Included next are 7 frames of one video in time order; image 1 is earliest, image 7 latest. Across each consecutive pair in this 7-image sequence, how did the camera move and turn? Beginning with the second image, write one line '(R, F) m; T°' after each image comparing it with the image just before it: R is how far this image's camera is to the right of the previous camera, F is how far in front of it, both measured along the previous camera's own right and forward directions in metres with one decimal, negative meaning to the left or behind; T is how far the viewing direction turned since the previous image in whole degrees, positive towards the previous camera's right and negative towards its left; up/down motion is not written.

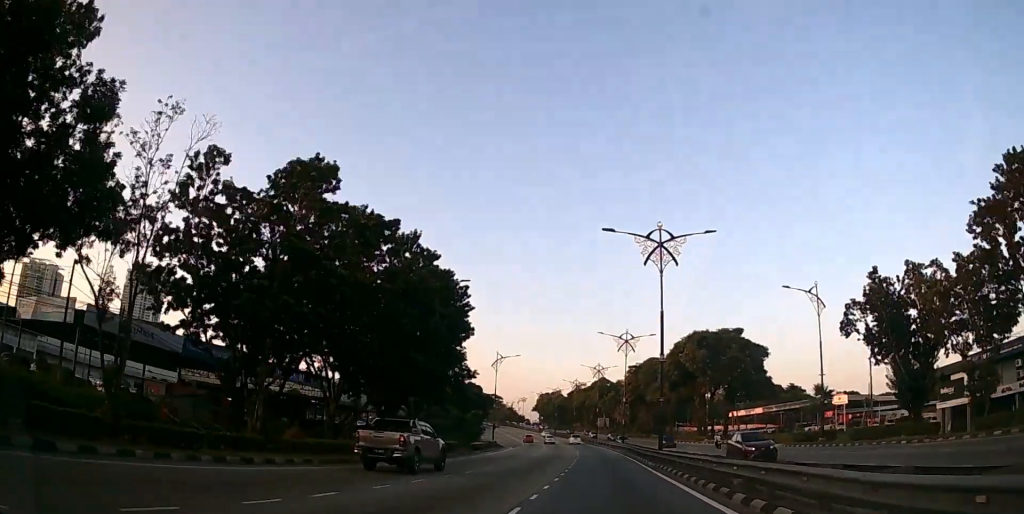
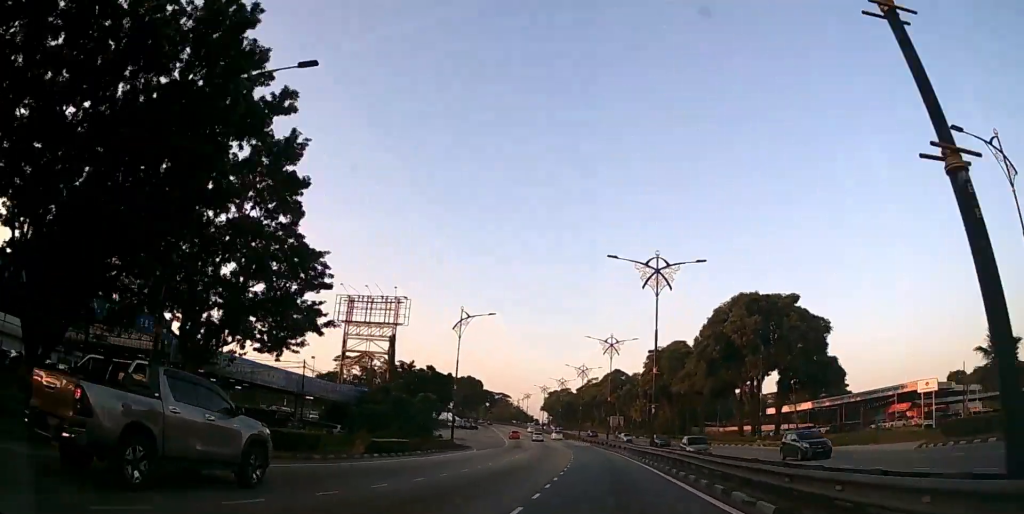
(-0.3, +24.9) m; -1°
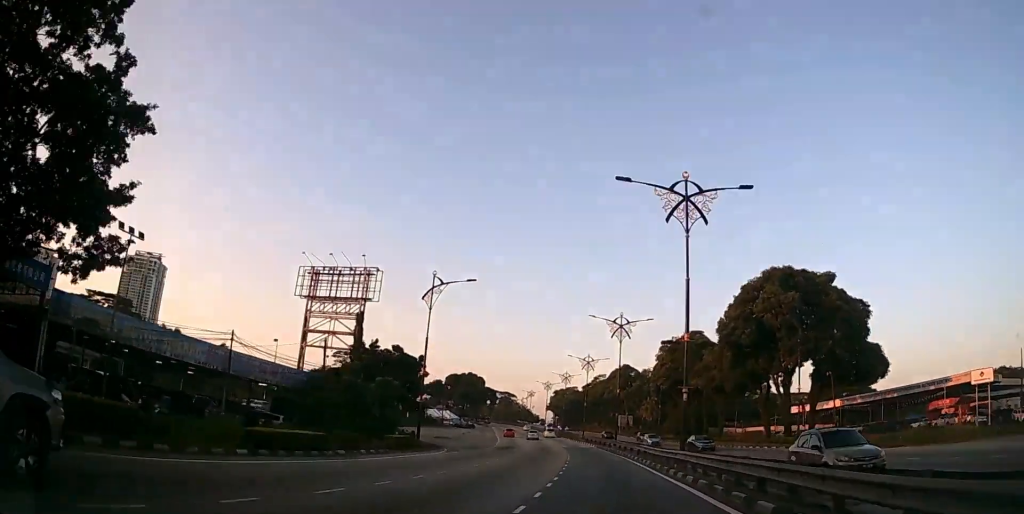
(0.0, +10.9) m; -1°
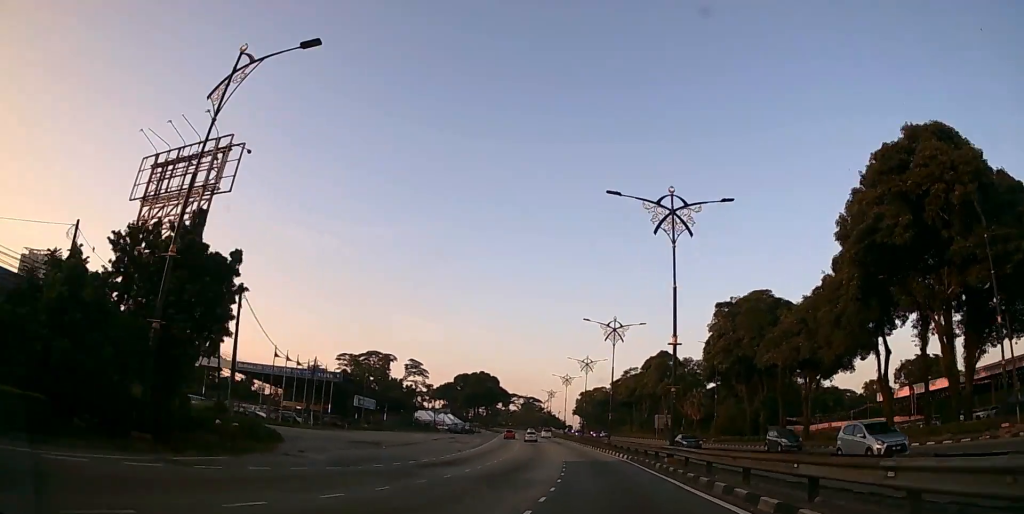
(-0.4, +28.2) m; -2°
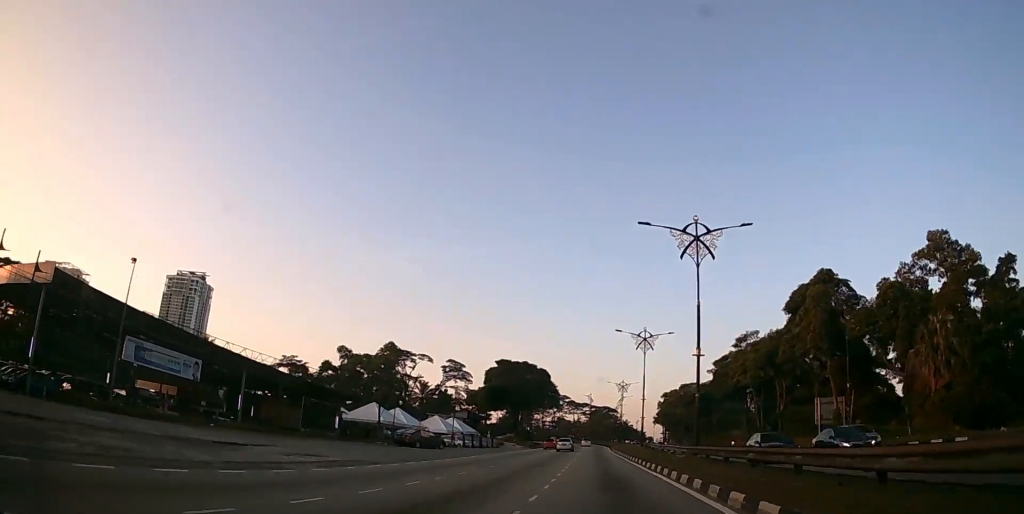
(-3.3, +55.8) m; -7°
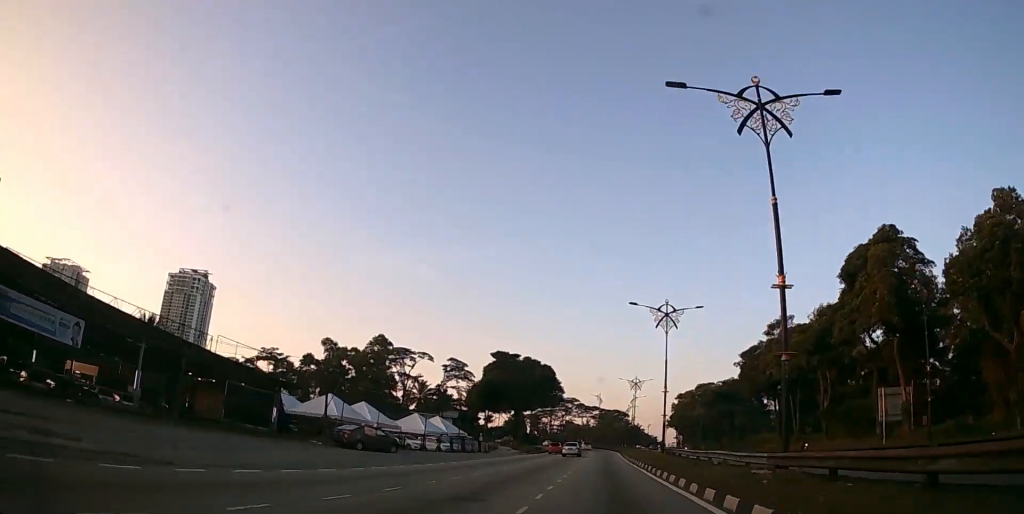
(-0.3, +13.1) m; -2°
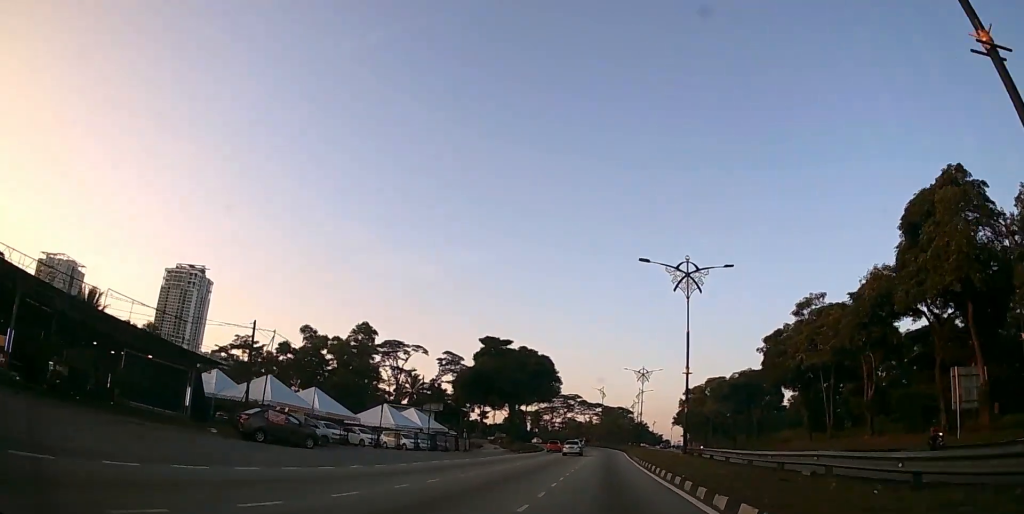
(-0.1, +11.1) m; -1°
